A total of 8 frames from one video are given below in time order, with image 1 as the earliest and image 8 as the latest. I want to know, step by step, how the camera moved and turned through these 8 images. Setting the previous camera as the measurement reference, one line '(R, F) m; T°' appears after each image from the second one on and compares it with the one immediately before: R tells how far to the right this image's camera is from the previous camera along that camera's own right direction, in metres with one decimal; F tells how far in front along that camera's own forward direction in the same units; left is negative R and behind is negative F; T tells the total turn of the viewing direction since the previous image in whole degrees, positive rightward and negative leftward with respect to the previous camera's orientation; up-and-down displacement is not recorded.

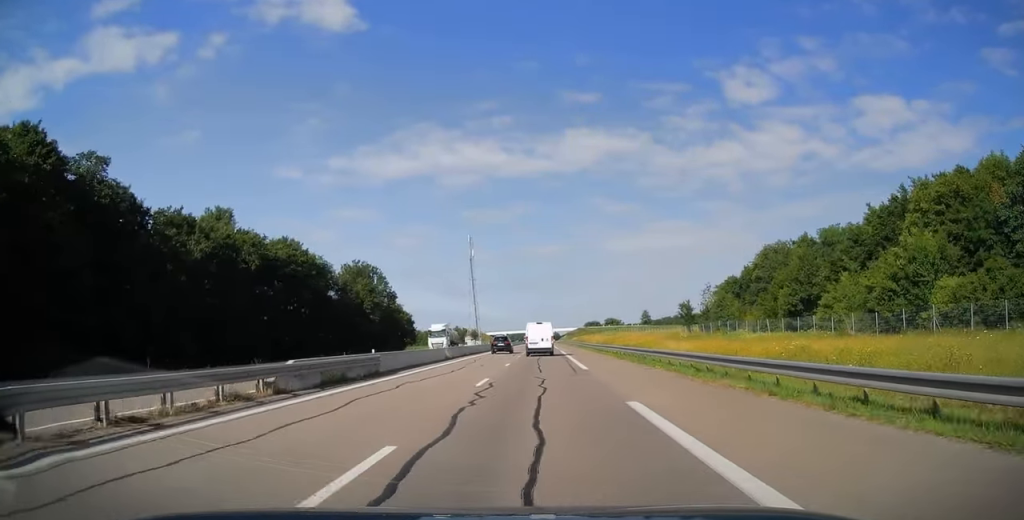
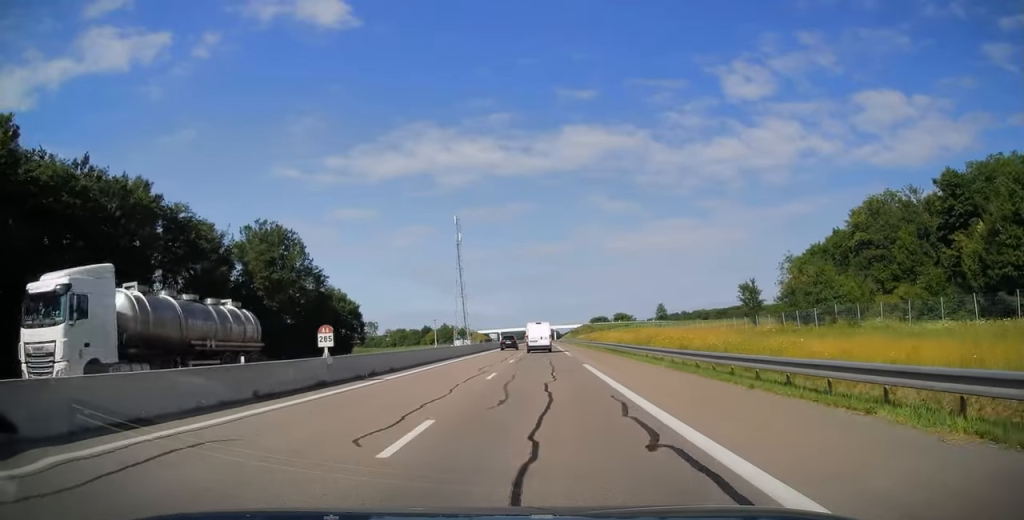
(0.0, +36.4) m; 0°
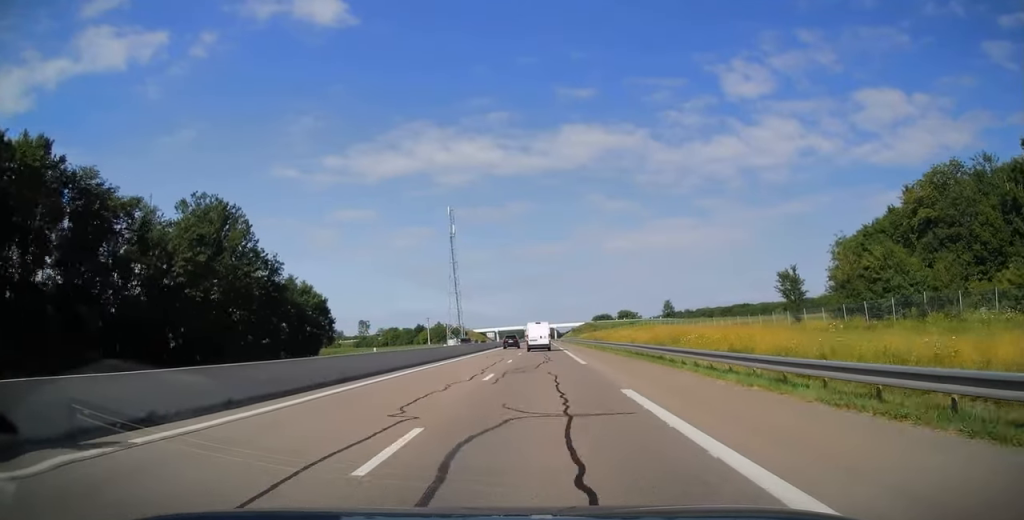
(0.0, +13.8) m; 0°
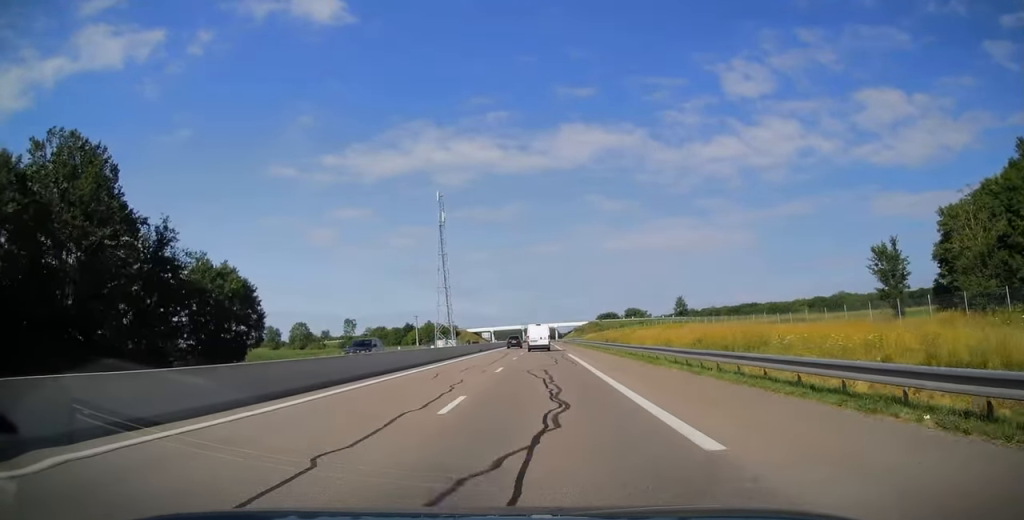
(0.0, +20.6) m; 0°
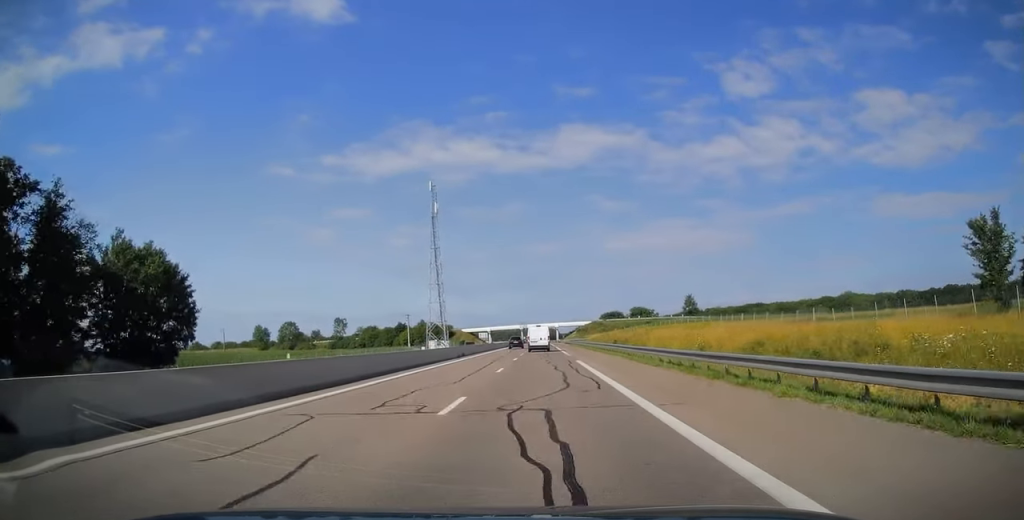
(0.0, +12.8) m; 0°
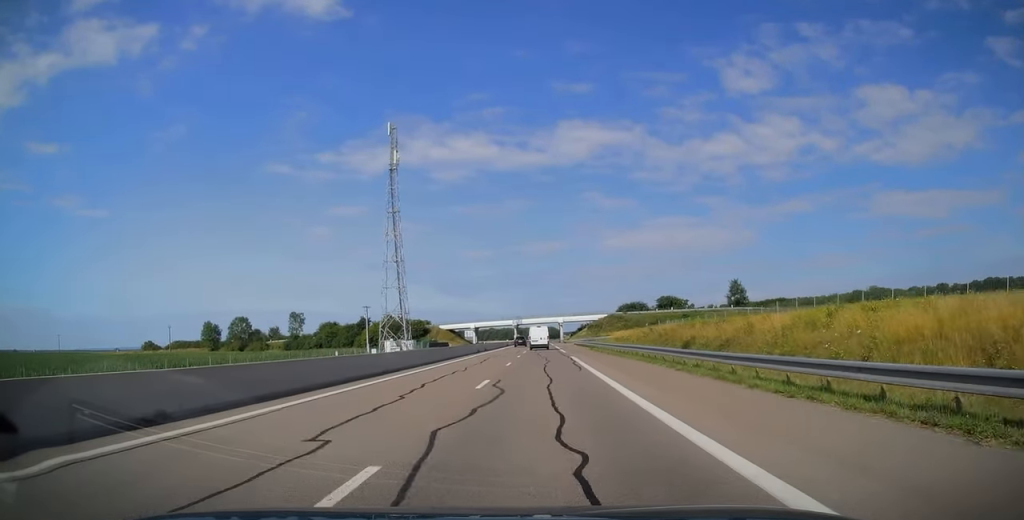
(0.0, +46.2) m; 0°
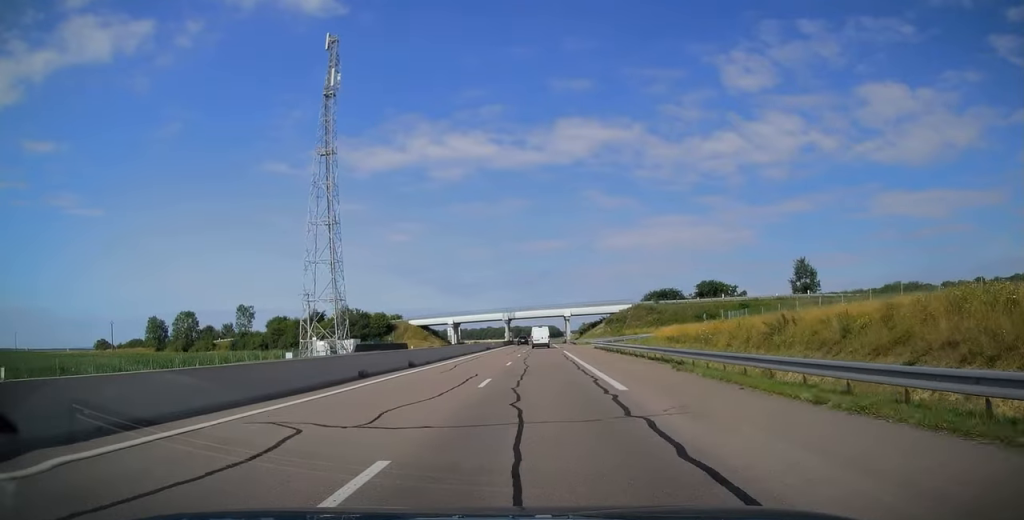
(0.0, +38.3) m; 0°
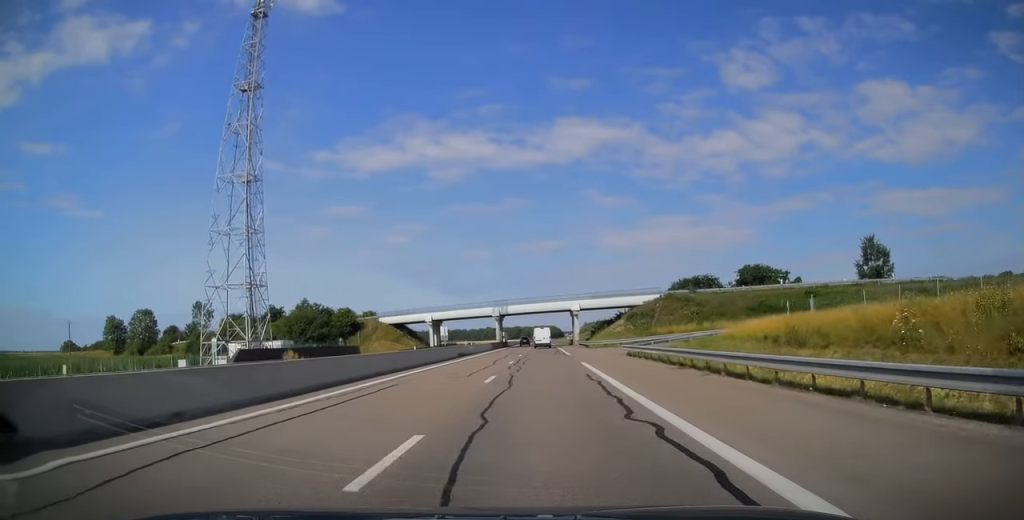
(0.0, +24.1) m; 0°
